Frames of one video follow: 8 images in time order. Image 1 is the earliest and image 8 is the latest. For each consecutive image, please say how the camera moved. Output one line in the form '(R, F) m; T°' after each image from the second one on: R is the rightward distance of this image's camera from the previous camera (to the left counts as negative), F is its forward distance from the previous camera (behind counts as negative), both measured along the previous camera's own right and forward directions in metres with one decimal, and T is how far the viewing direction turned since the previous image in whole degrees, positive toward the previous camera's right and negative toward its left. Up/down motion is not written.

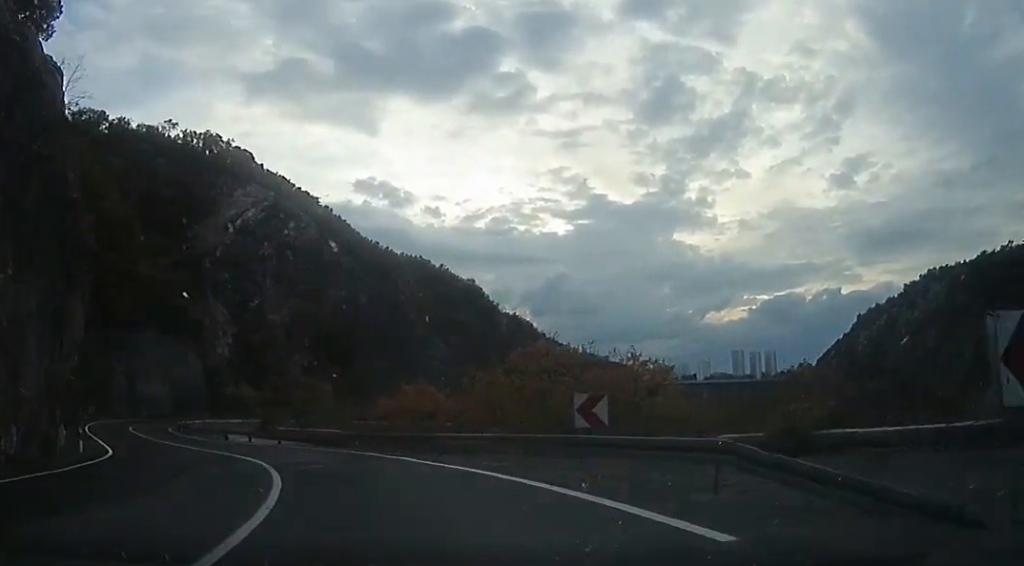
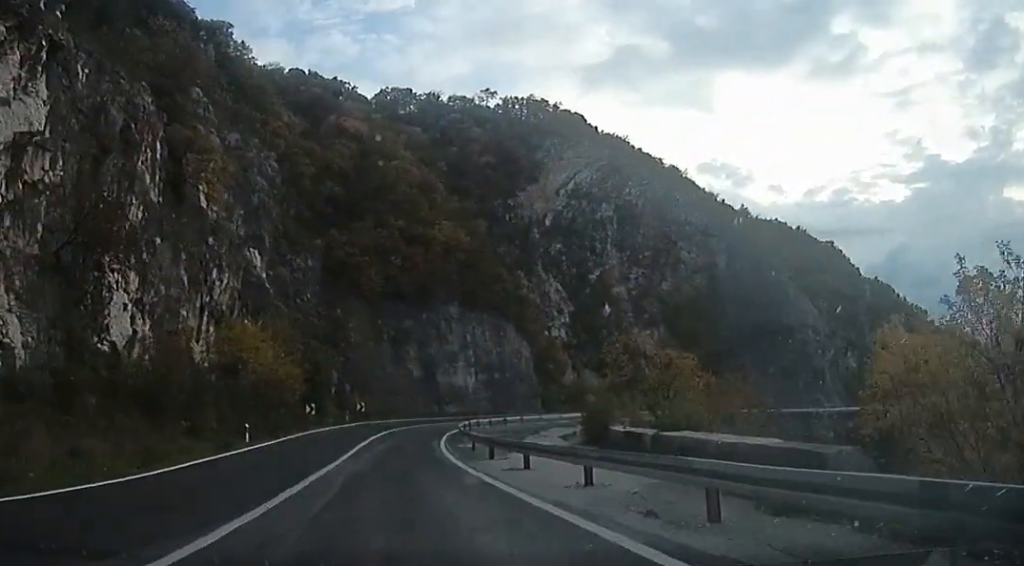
(-7.3, +20.9) m; -29°
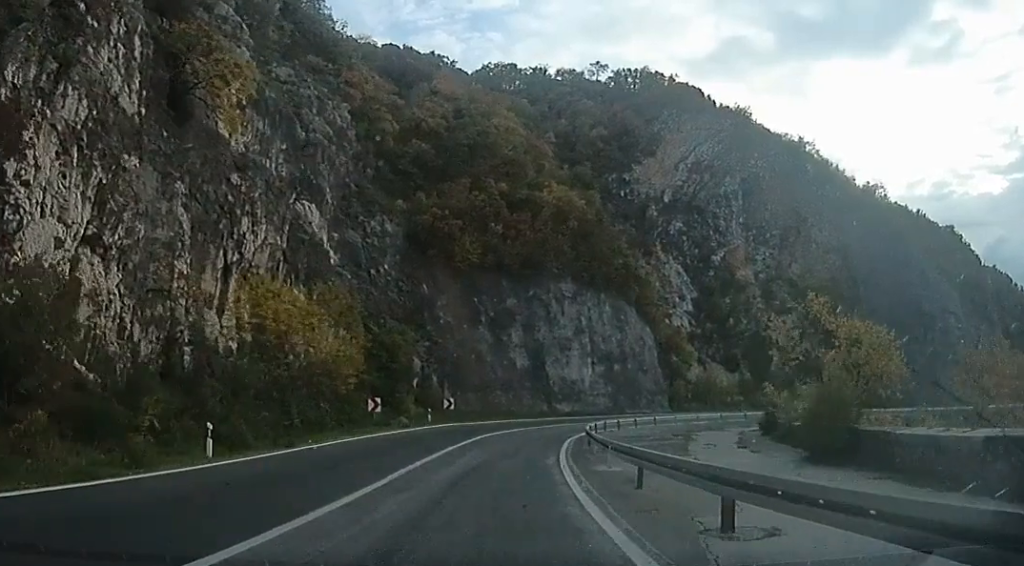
(-0.7, +12.1) m; -4°
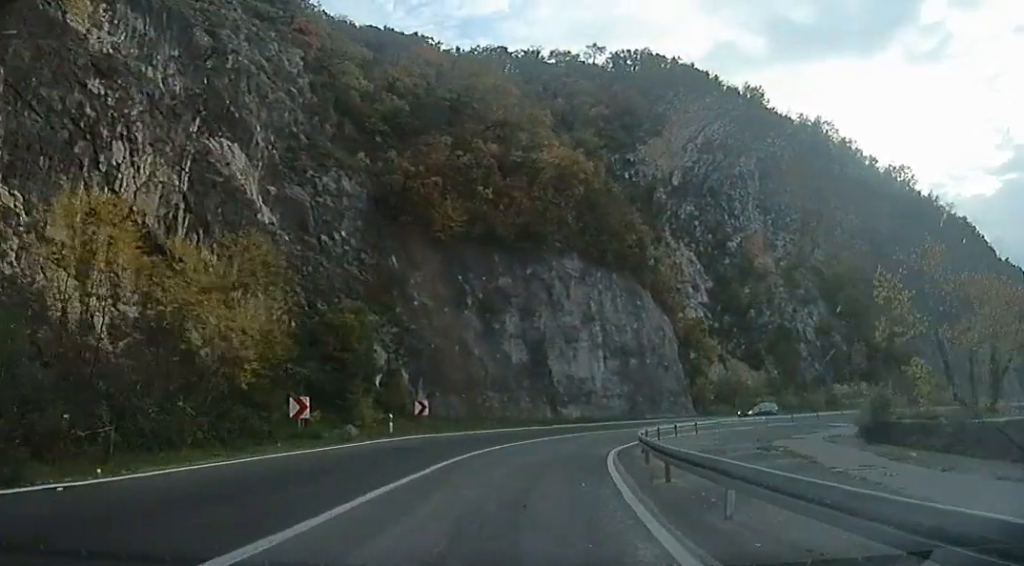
(-0.1, +11.2) m; 0°
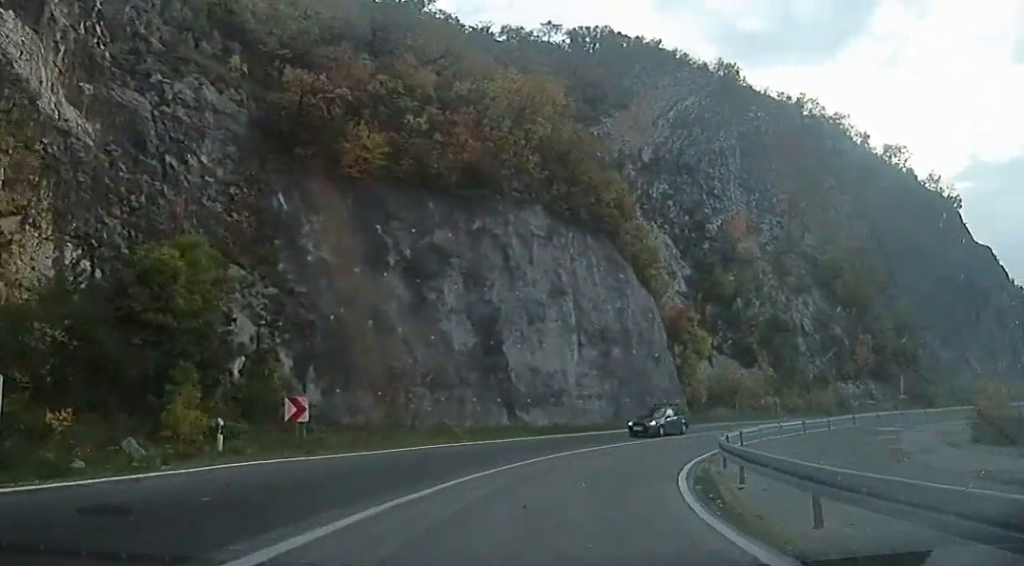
(0.0, +12.8) m; +9°
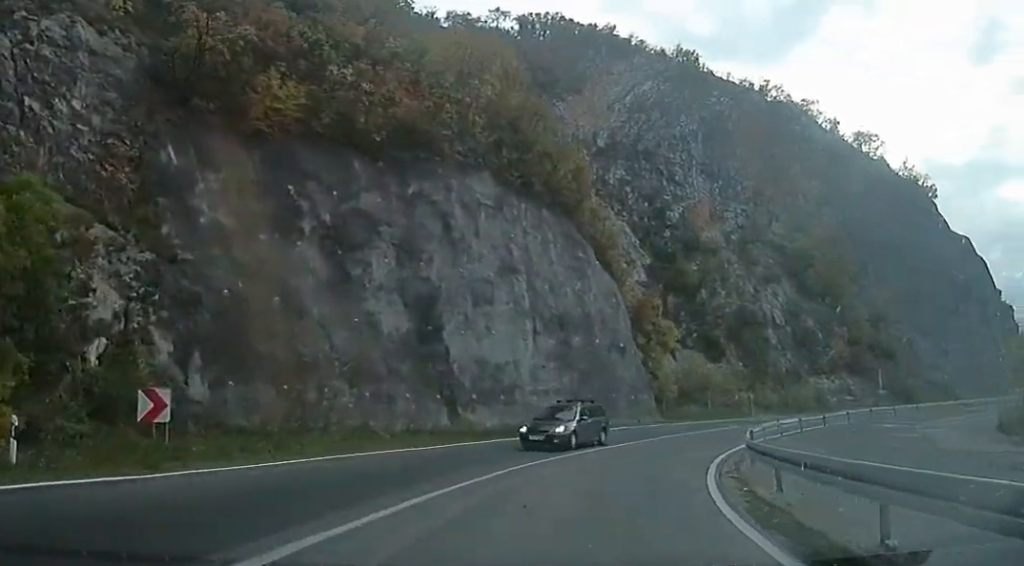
(+0.2, +5.3) m; +7°
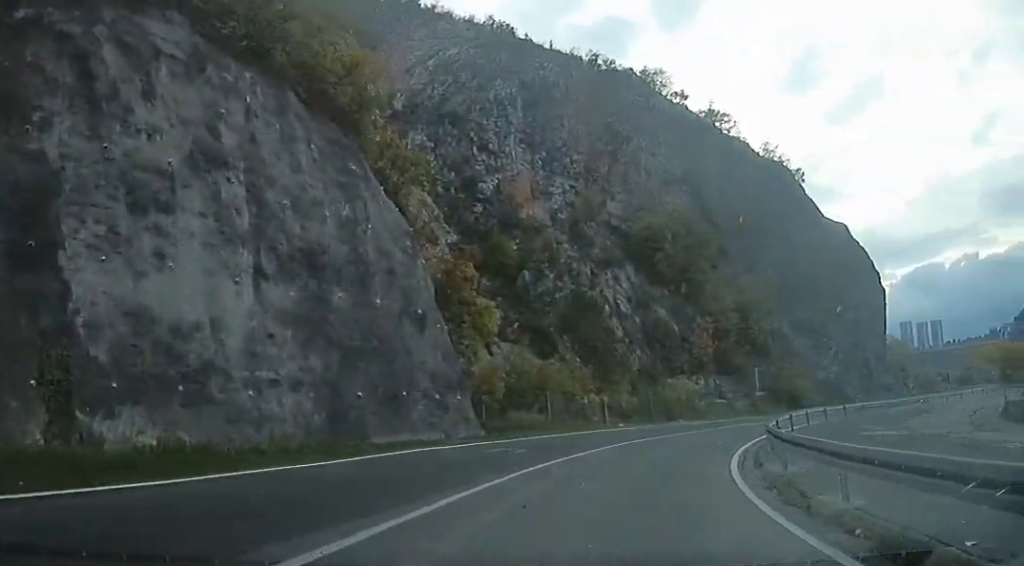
(+3.6, +14.3) m; +20°
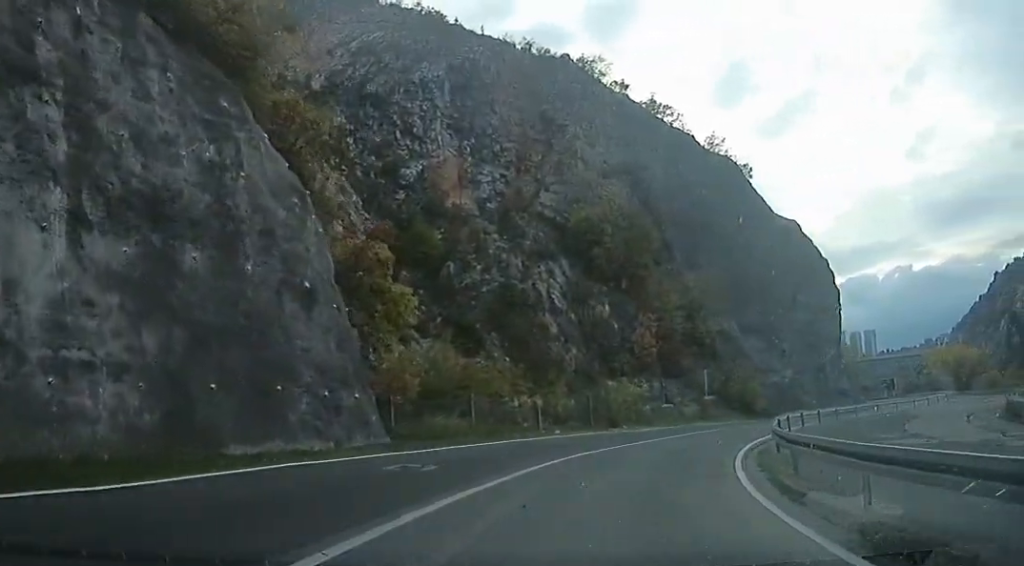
(+0.4, +5.1) m; +4°
